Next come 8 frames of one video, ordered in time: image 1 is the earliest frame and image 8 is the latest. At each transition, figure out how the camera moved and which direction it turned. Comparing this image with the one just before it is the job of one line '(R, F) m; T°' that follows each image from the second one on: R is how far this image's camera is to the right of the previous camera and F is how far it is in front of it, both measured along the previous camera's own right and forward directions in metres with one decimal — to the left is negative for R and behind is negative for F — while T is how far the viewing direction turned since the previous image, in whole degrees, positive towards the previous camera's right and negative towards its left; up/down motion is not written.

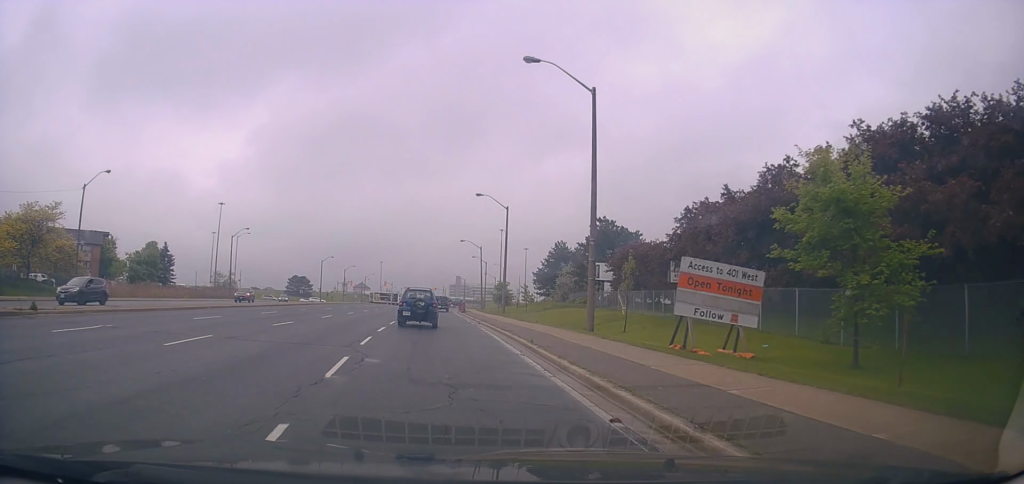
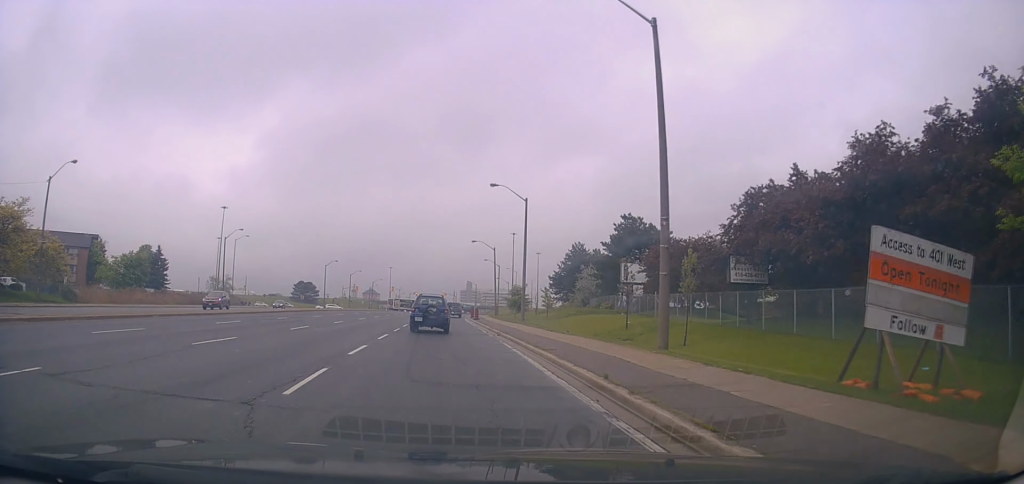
(-0.1, +7.0) m; 0°
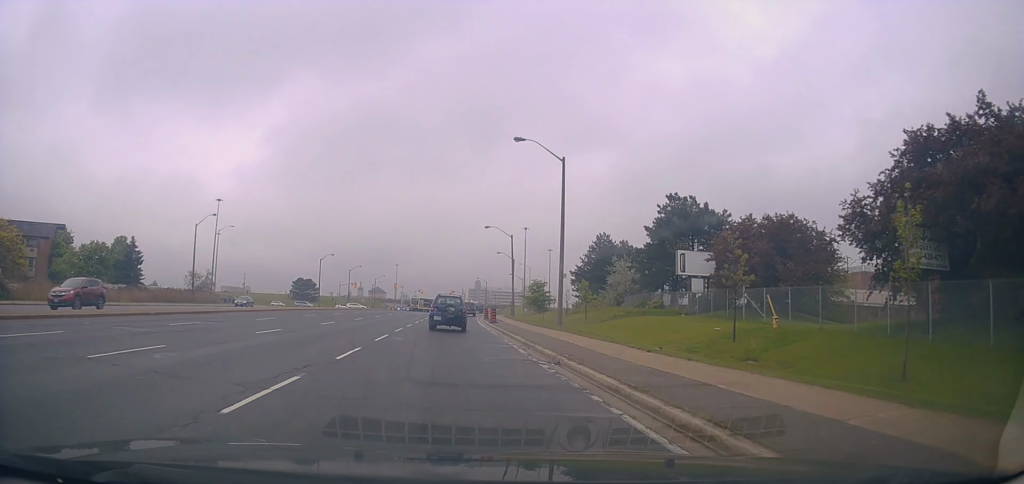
(-0.1, +13.3) m; 0°
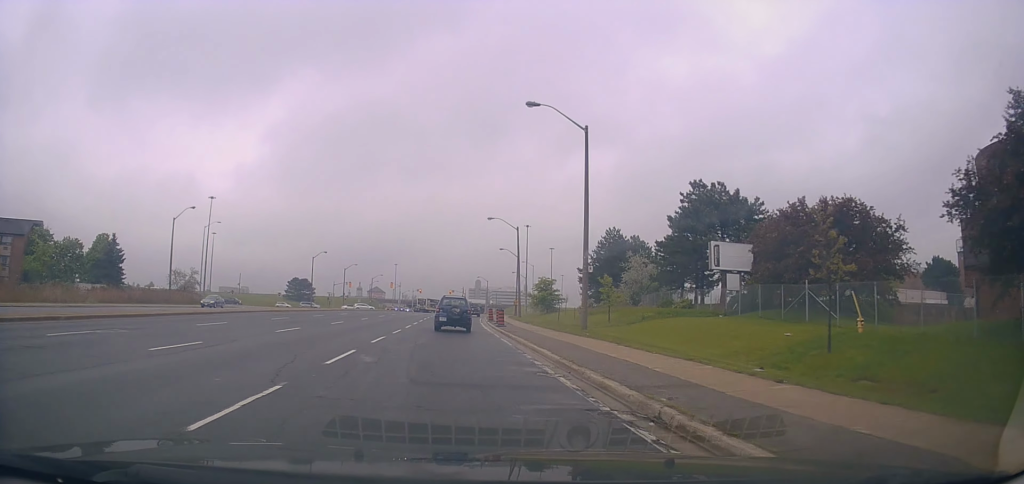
(0.0, +6.5) m; 0°
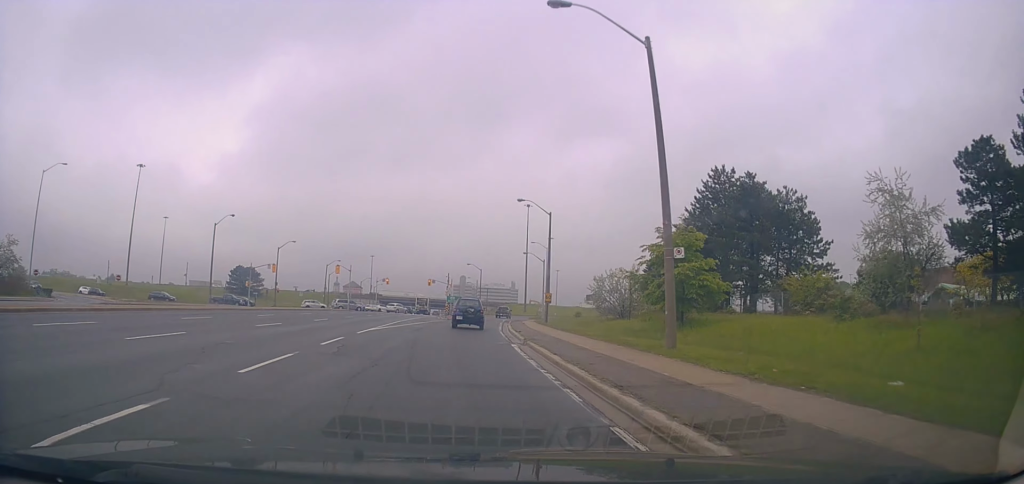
(-0.1, +45.0) m; 0°
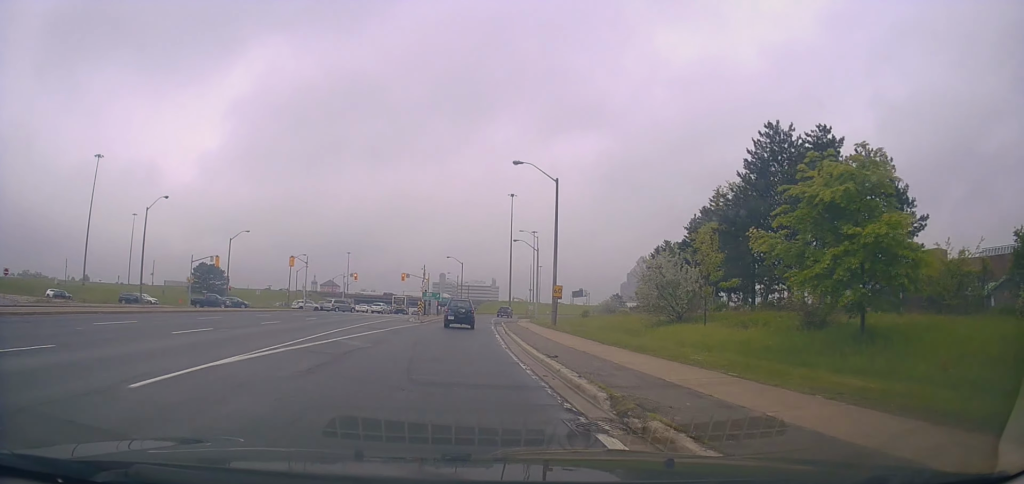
(+0.1, +13.7) m; +2°
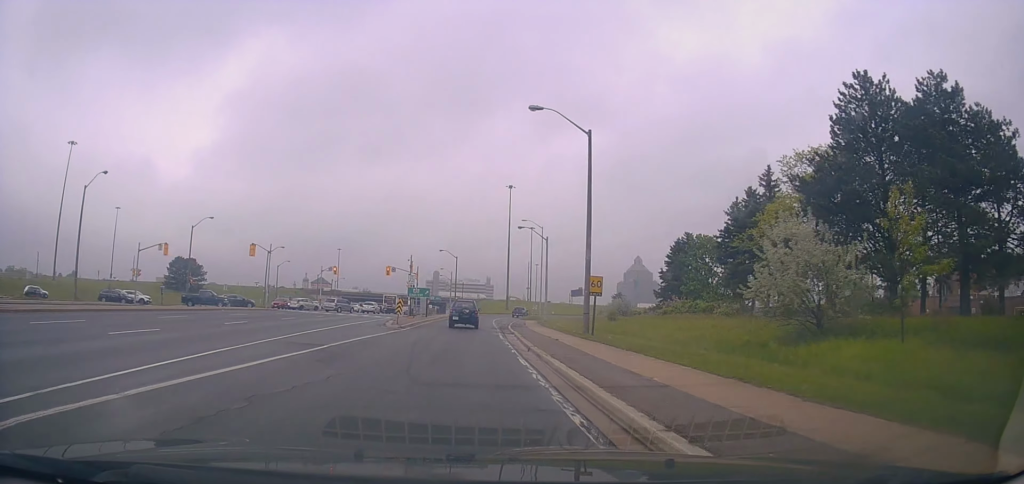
(+0.2, +11.3) m; +2°
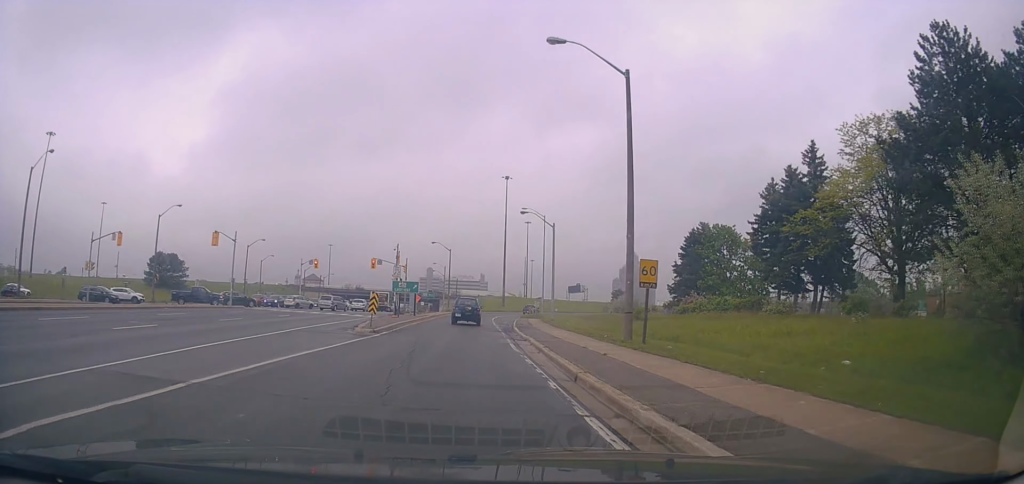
(+0.2, +7.5) m; +1°
